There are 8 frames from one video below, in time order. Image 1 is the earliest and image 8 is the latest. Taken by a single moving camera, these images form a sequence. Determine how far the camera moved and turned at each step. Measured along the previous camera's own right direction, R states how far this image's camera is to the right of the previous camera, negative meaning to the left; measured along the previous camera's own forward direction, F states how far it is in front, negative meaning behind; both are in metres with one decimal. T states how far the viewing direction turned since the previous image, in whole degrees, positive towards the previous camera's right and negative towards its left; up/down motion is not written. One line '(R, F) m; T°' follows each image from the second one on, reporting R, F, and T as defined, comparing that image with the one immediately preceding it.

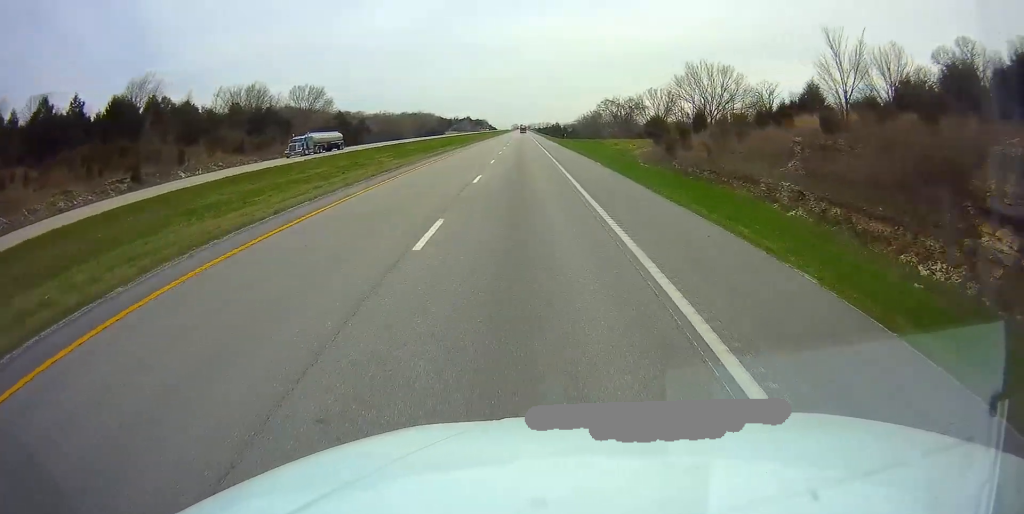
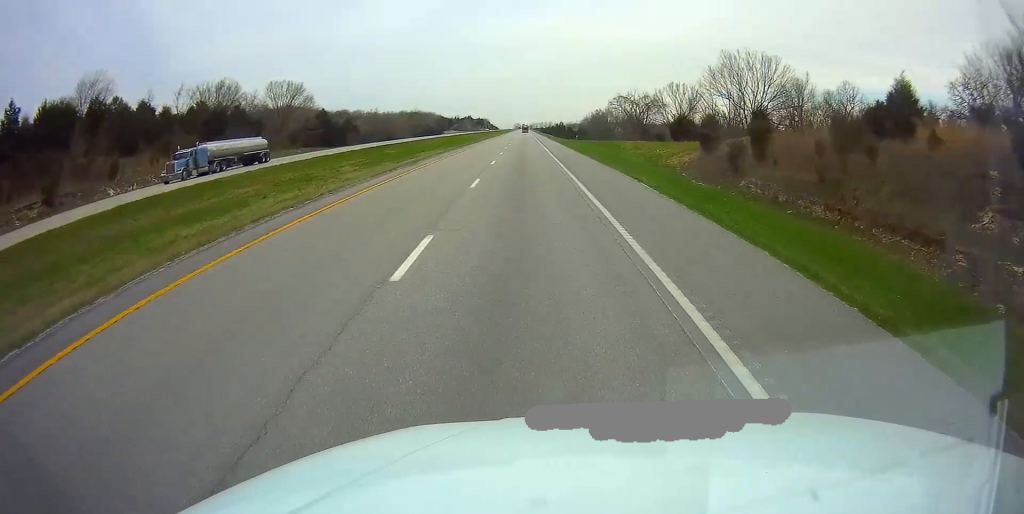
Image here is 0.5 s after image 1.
(-0.1, +14.3) m; 0°
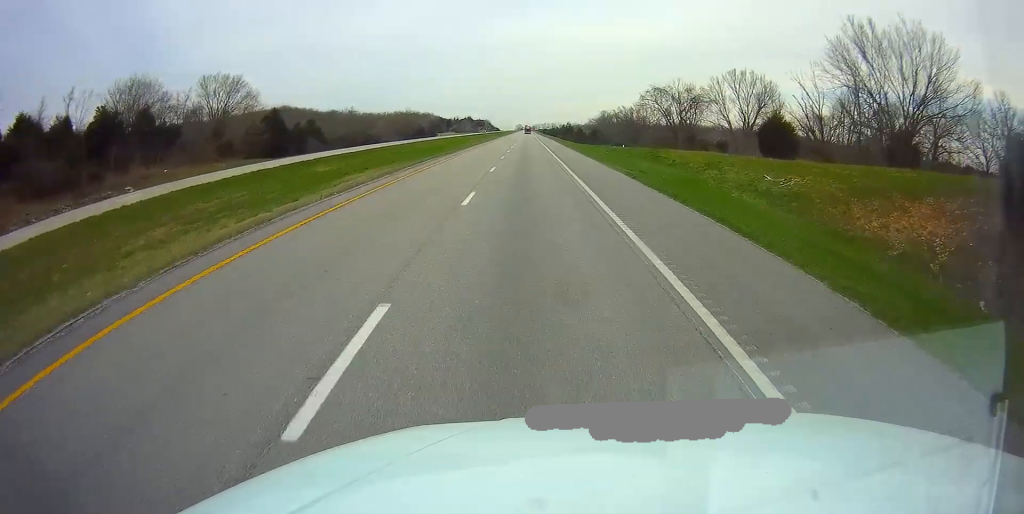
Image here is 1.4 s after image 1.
(-0.1, +28.6) m; 0°
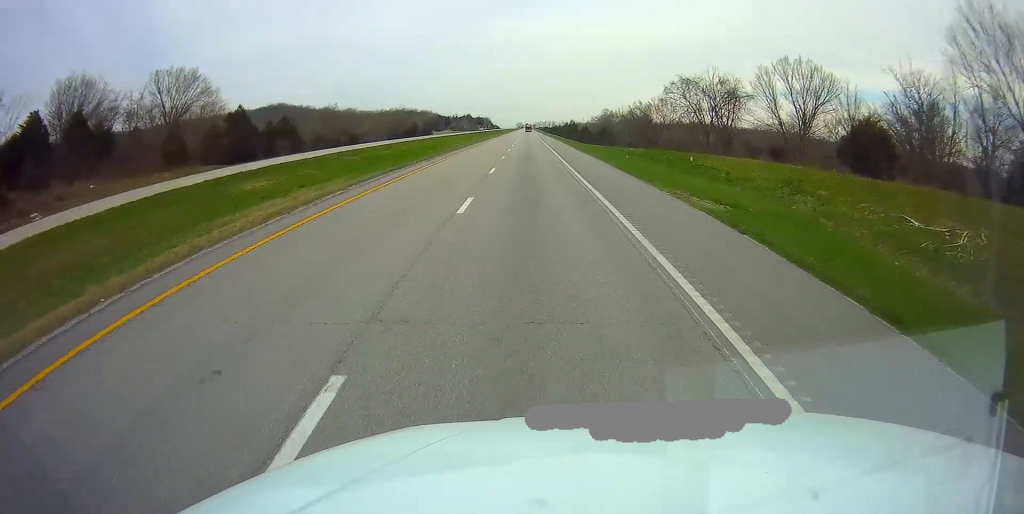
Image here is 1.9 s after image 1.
(+0.1, +14.3) m; 0°
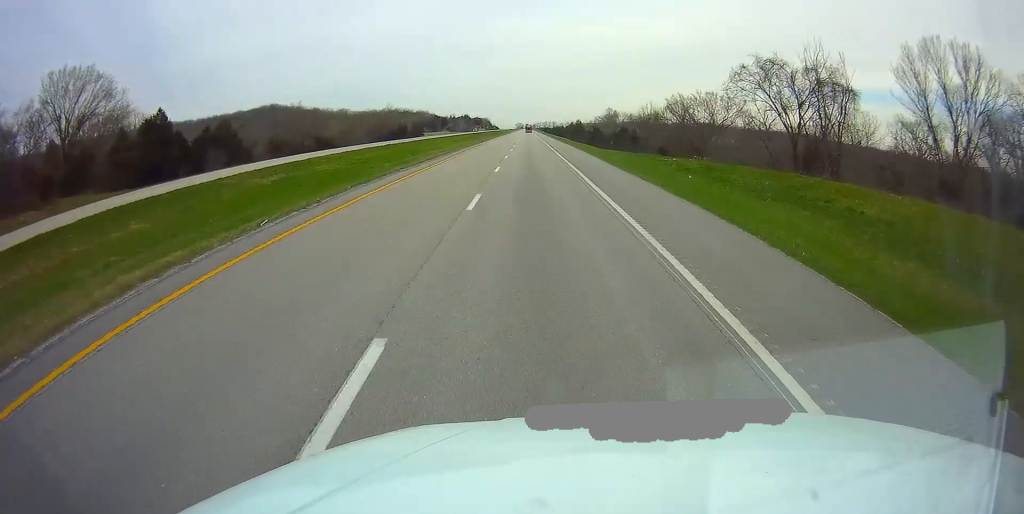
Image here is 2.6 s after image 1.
(0.0, +23.5) m; 0°
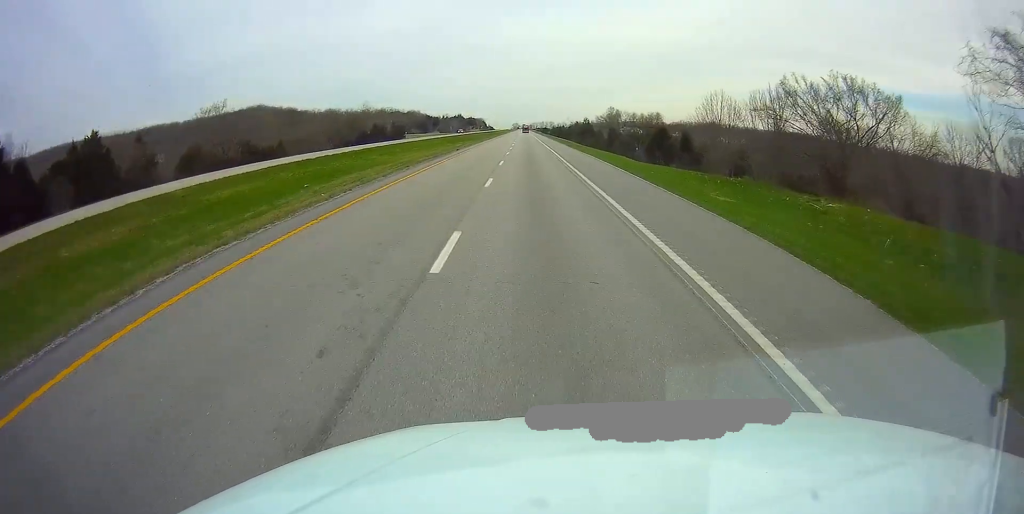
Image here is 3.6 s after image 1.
(0.0, +30.7) m; 0°
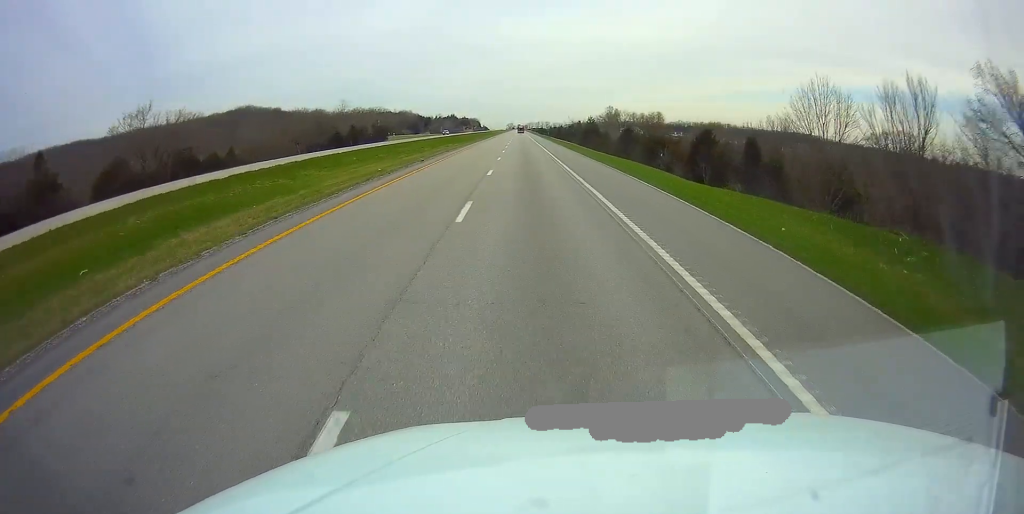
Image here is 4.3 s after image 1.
(0.0, +19.5) m; 0°
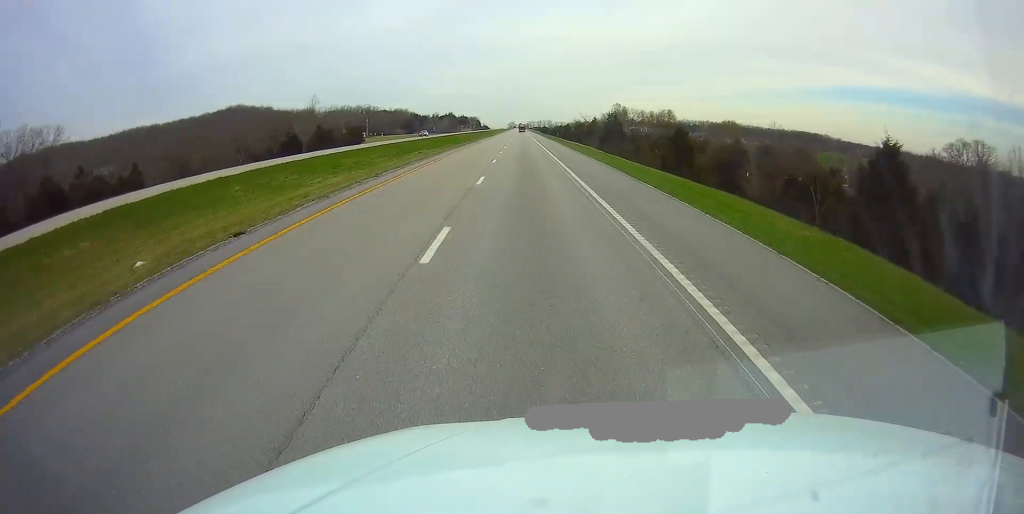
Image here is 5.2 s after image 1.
(+0.2, +28.8) m; 0°
